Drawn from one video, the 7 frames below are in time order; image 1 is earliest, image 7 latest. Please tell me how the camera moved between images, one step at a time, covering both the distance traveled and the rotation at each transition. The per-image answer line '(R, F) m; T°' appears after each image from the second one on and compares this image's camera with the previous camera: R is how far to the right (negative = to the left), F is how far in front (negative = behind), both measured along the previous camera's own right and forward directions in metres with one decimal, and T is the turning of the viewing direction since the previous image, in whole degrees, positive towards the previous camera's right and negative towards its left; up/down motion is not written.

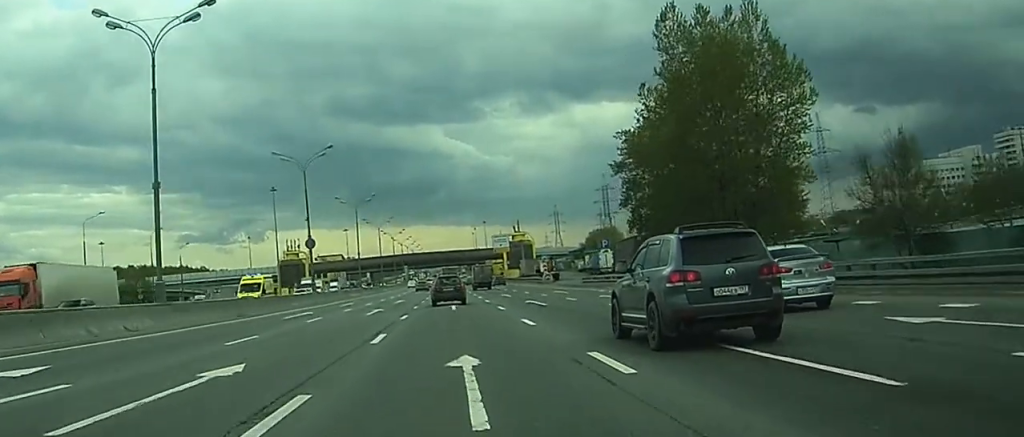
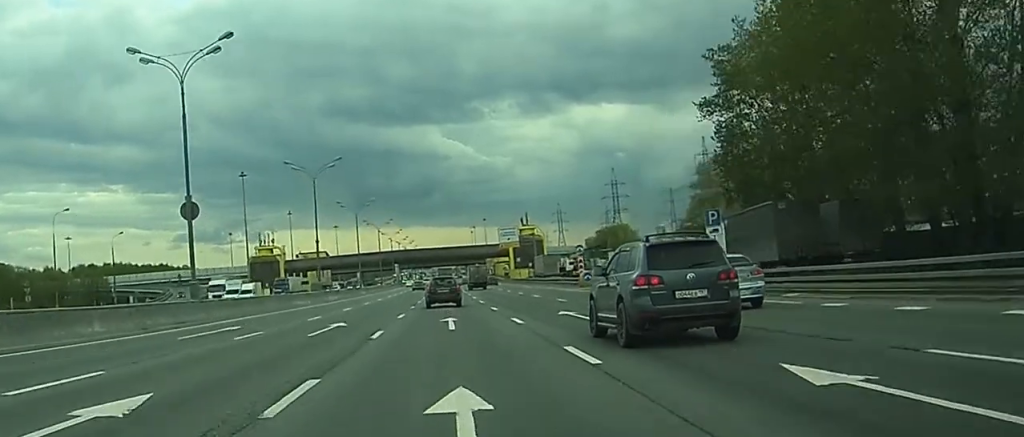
(0.0, +36.8) m; -1°
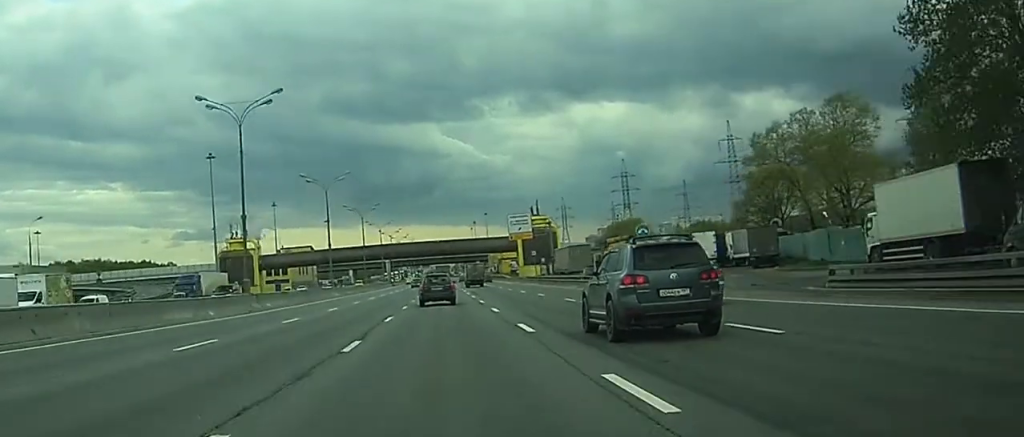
(-0.2, +28.6) m; 0°
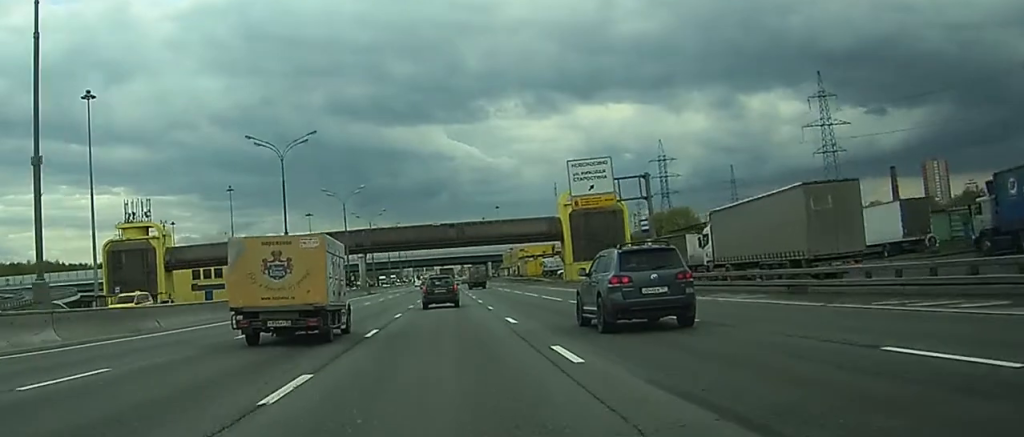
(+1.1, +67.3) m; +1°
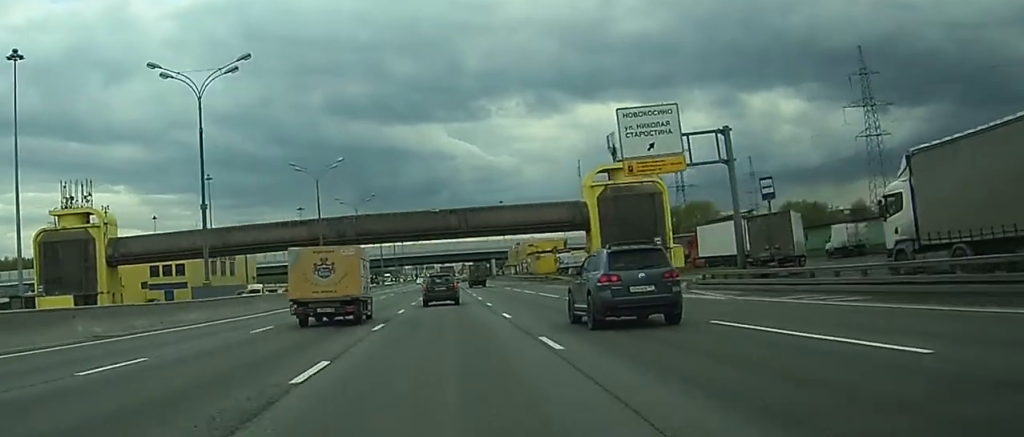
(+0.1, +22.7) m; 0°
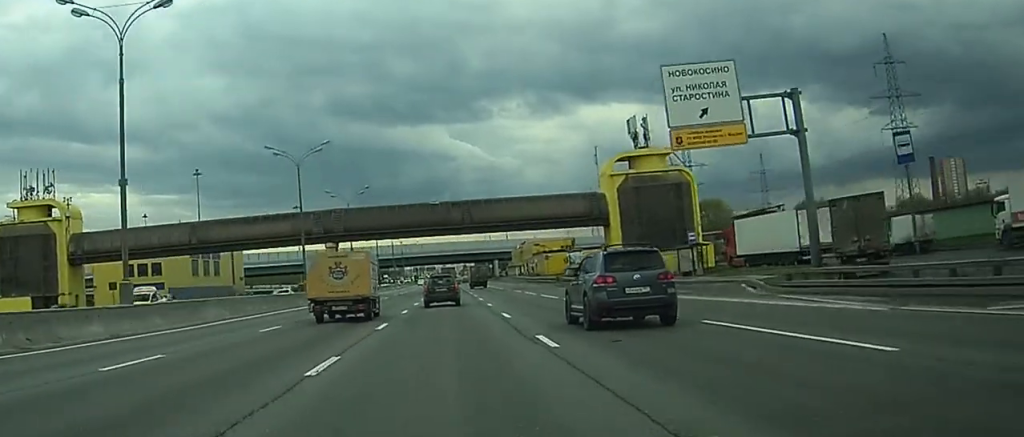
(-0.1, +11.3) m; 0°
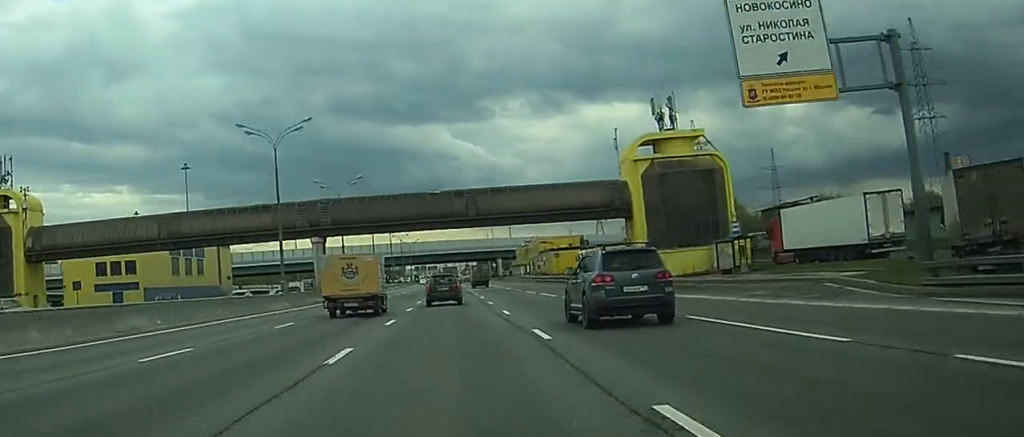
(0.0, +10.5) m; 0°
